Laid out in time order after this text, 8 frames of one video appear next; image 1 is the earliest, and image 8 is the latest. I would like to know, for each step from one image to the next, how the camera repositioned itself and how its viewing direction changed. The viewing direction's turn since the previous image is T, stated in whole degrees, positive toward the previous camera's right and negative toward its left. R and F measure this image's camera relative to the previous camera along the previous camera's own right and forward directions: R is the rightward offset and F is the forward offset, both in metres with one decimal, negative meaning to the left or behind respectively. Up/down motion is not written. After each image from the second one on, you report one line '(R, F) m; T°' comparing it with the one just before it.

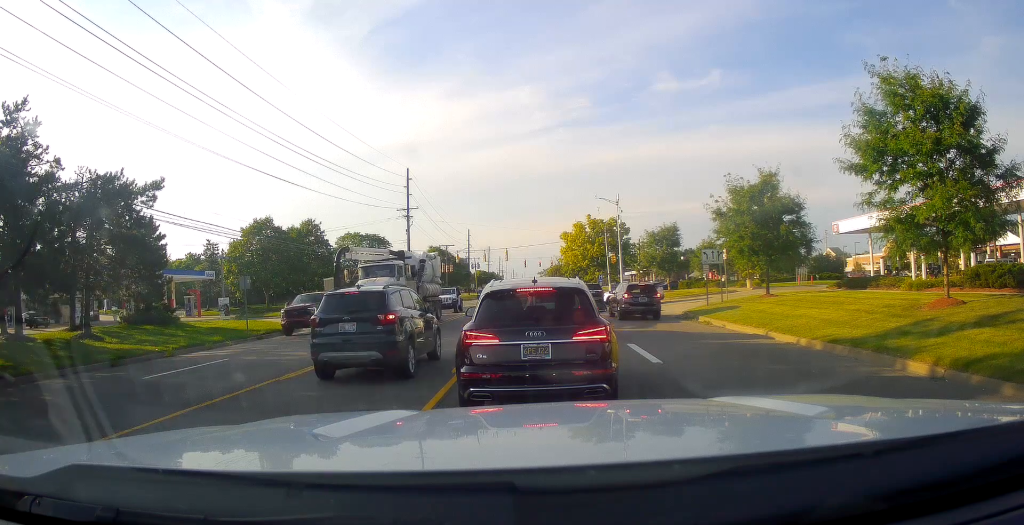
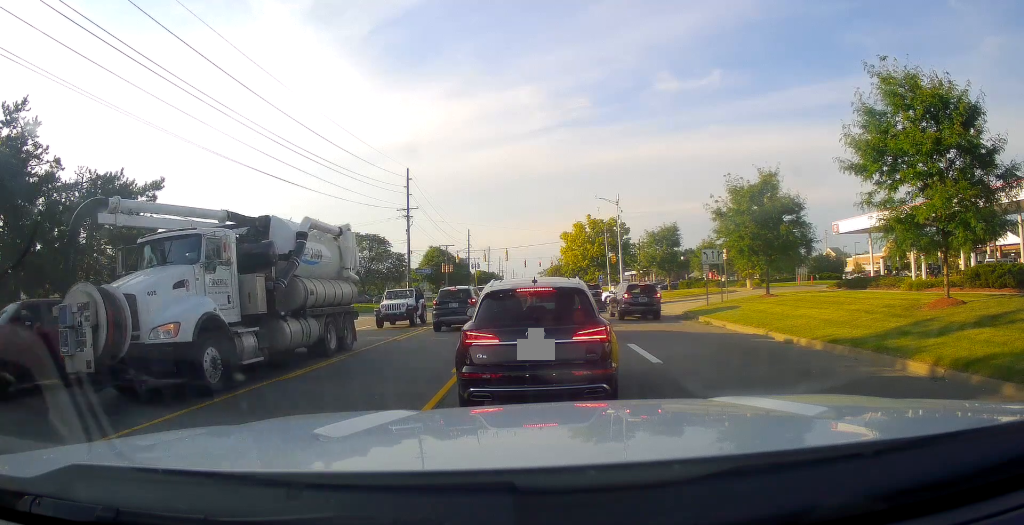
(0.0, 0.0) m; 0°
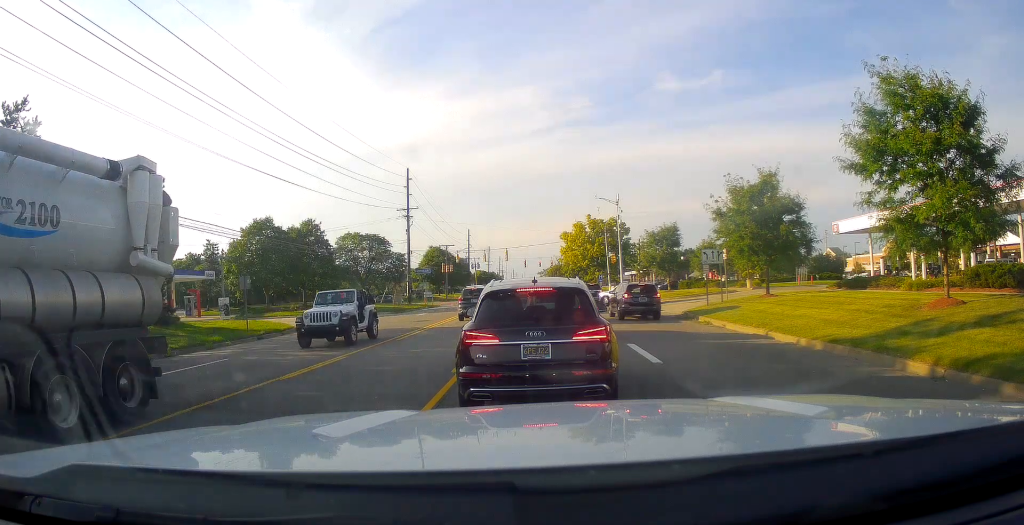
(0.0, 0.0) m; 0°
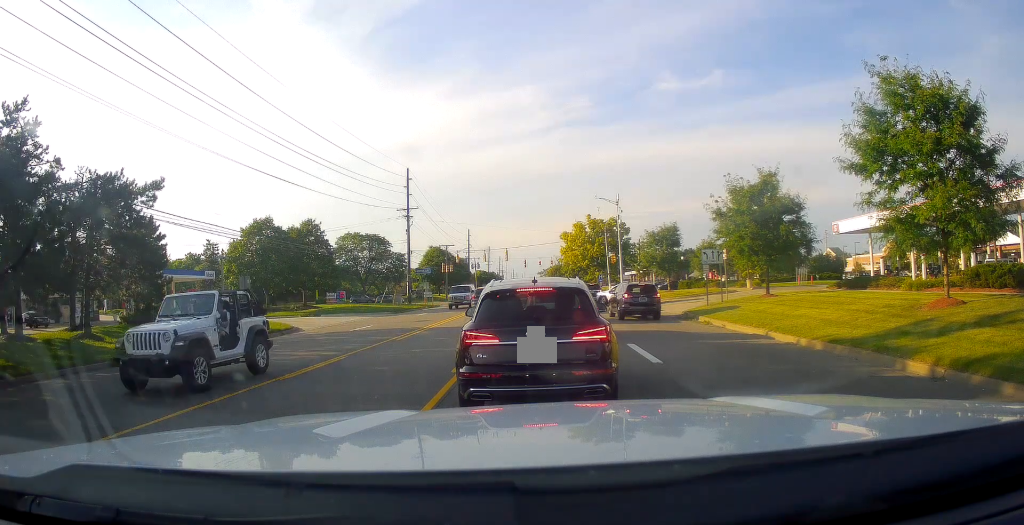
(0.0, 0.0) m; 0°
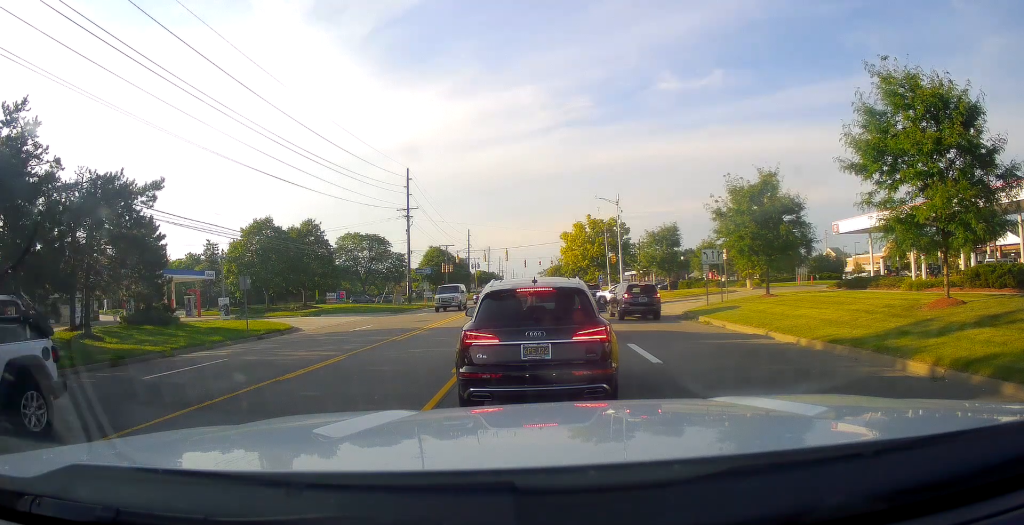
(0.0, 0.0) m; 0°
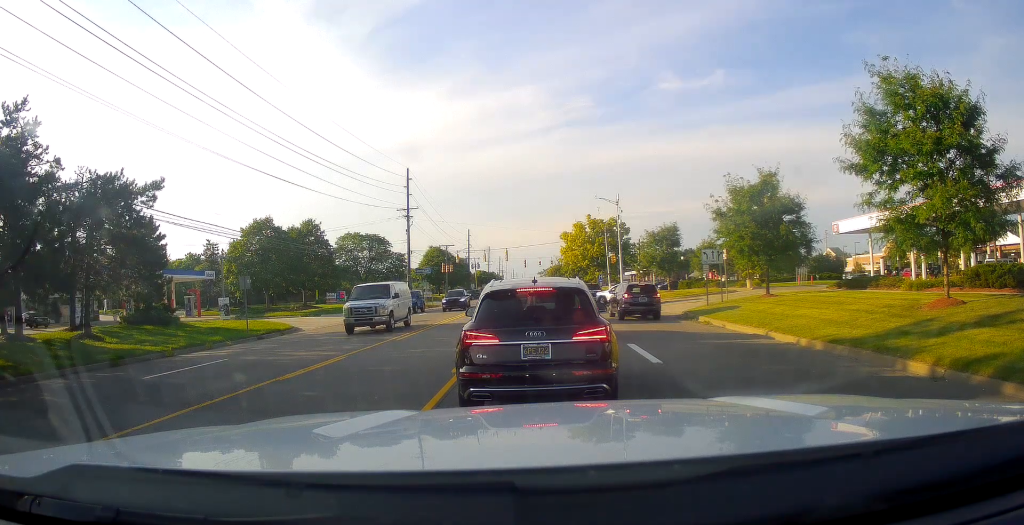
(0.0, 0.0) m; 0°
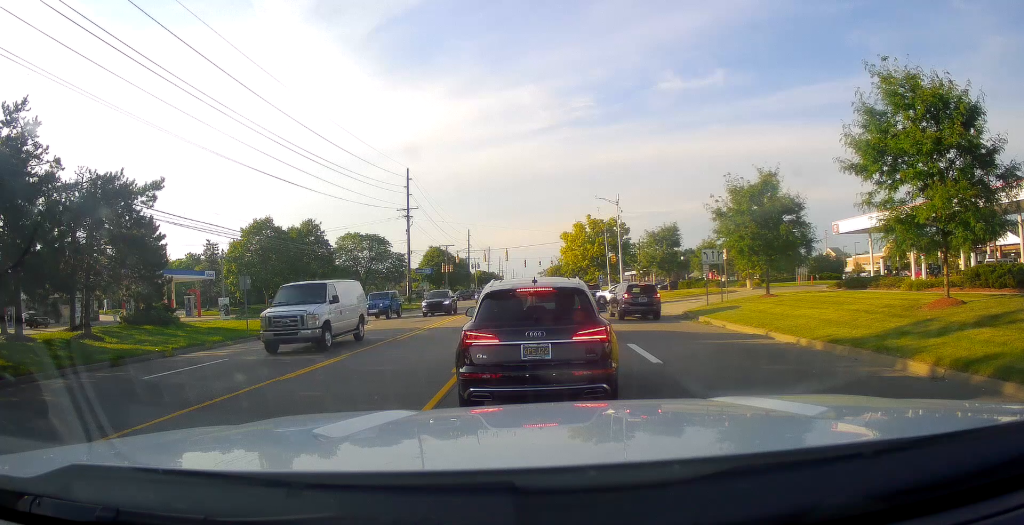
(0.0, 0.0) m; 0°
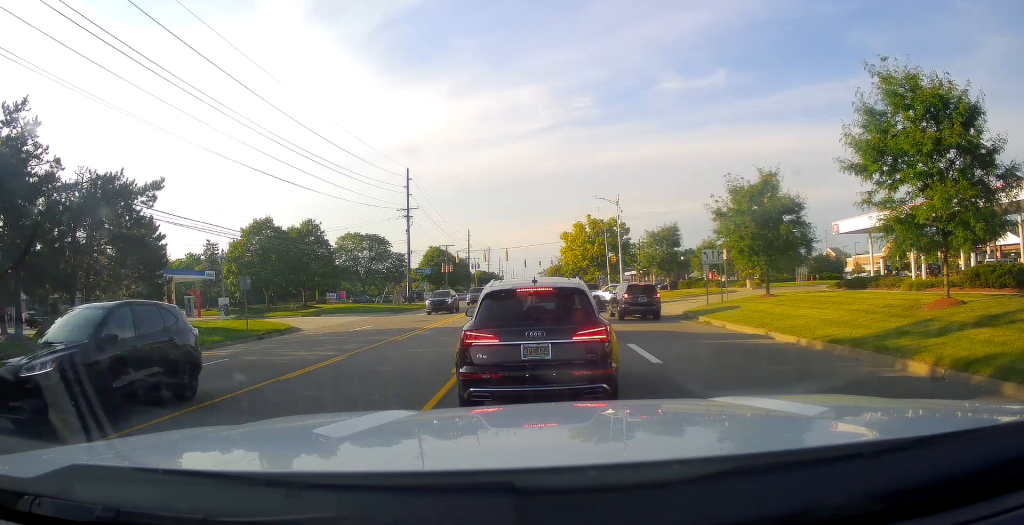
(0.0, 0.0) m; 0°
